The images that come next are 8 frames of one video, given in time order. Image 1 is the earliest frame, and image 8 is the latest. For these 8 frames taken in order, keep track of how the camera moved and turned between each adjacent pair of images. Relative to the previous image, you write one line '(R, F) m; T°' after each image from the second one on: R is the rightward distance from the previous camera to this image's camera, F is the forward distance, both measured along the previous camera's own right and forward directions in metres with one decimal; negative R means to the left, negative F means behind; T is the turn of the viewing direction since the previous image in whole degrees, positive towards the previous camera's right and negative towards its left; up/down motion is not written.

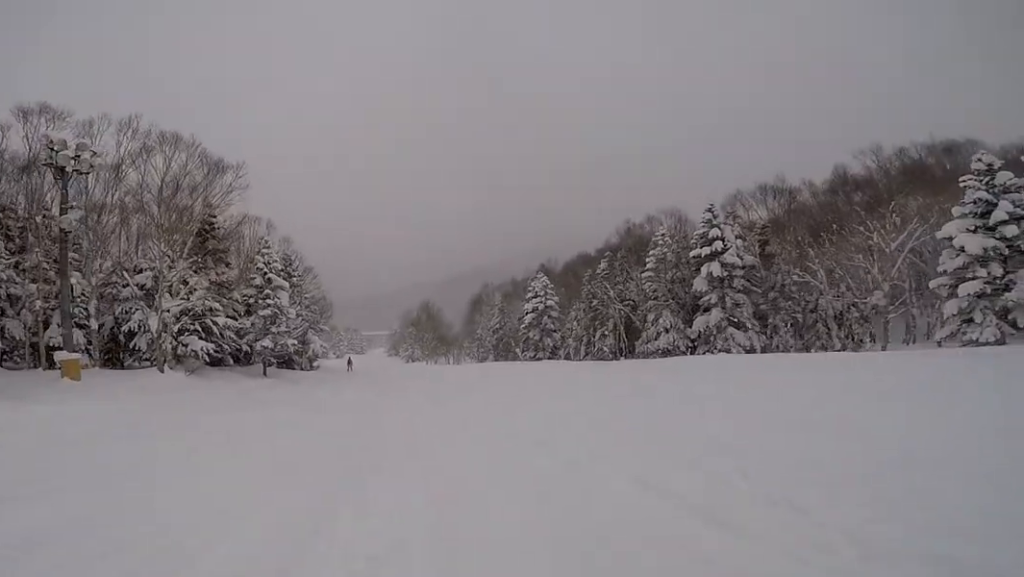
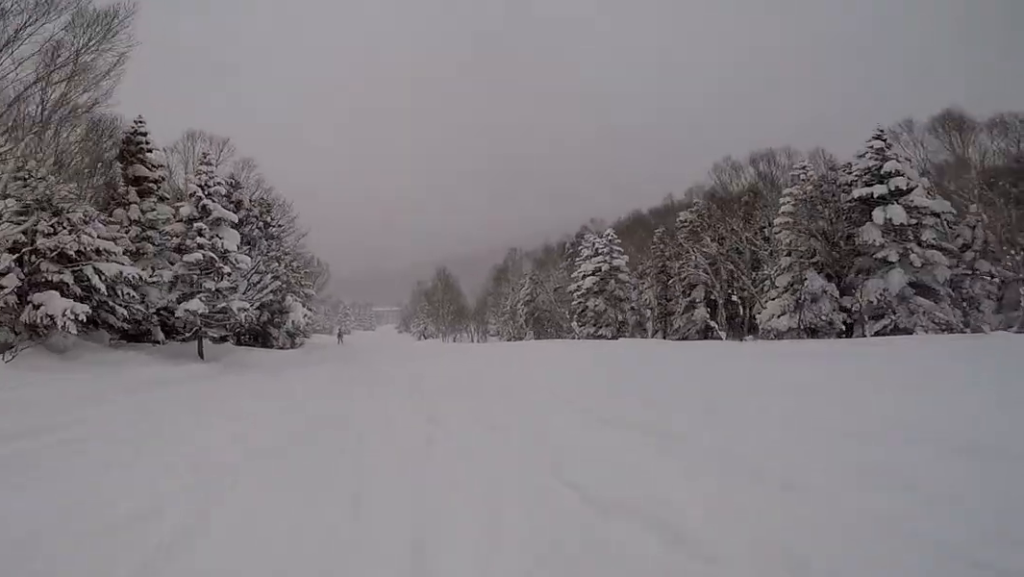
(-0.6, +12.5) m; -3°
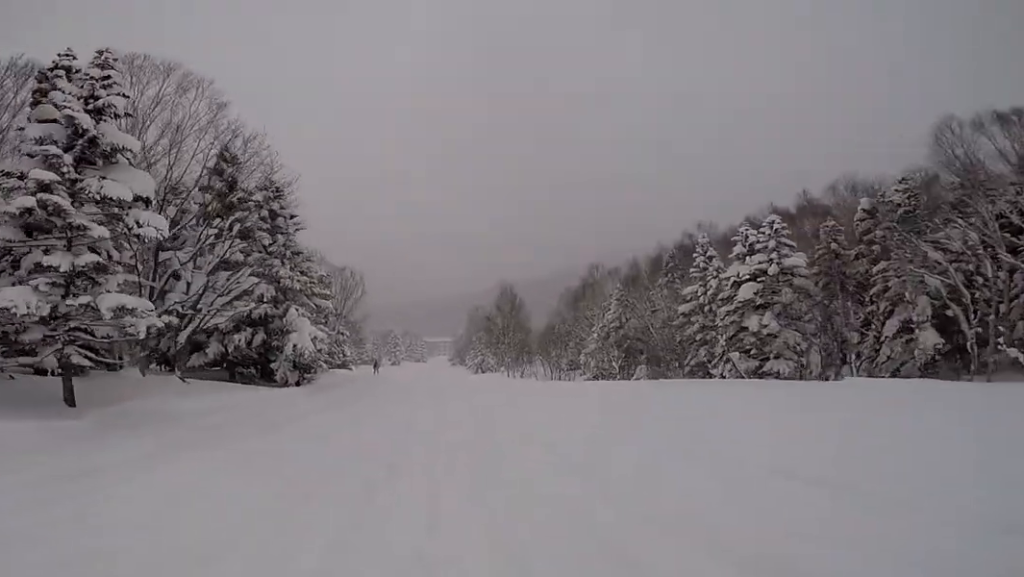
(0.0, +11.6) m; -2°
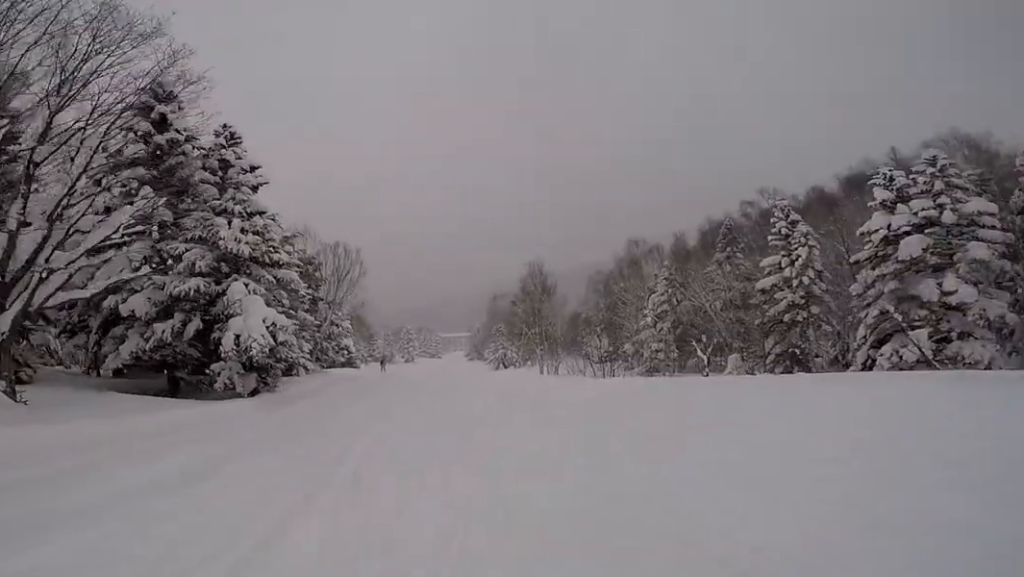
(-0.2, +7.9) m; -1°
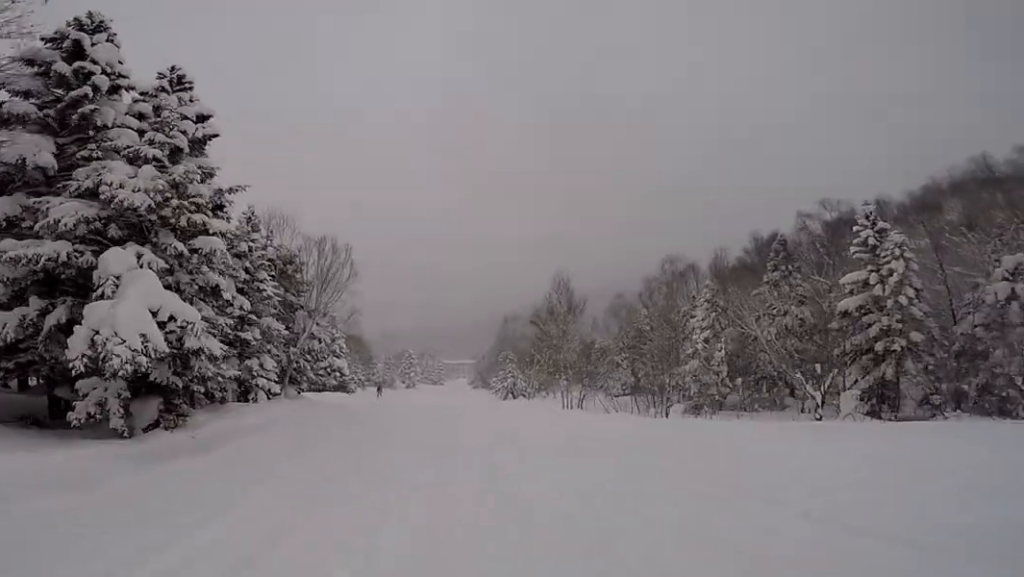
(-0.4, +6.4) m; 0°
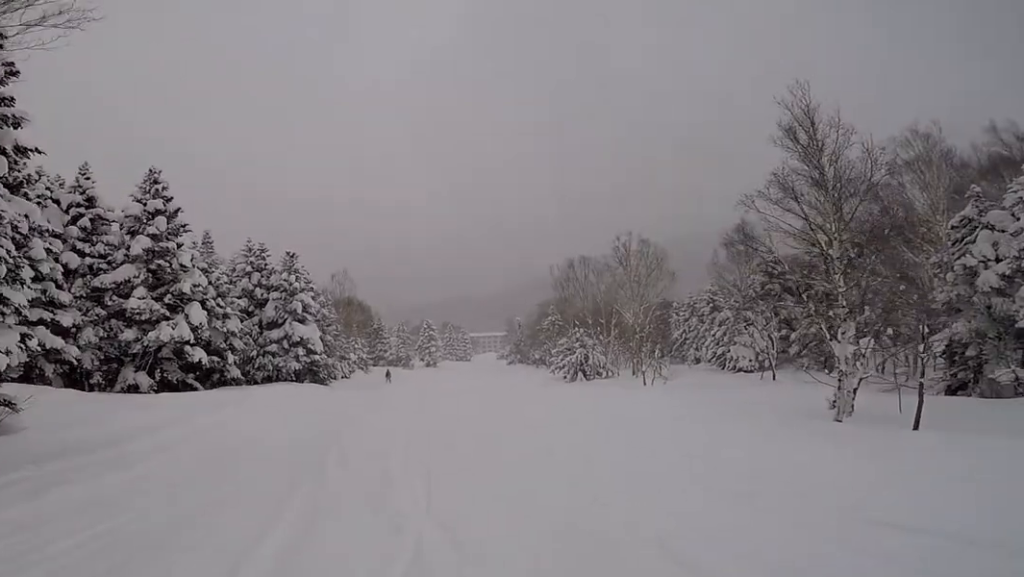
(-0.8, +23.4) m; 0°
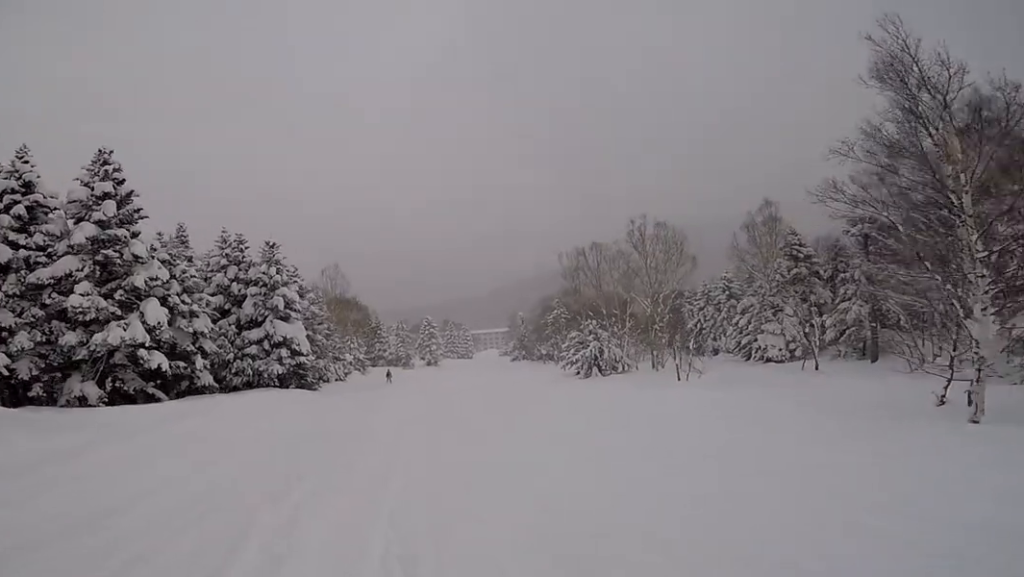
(+0.8, +3.9) m; 0°
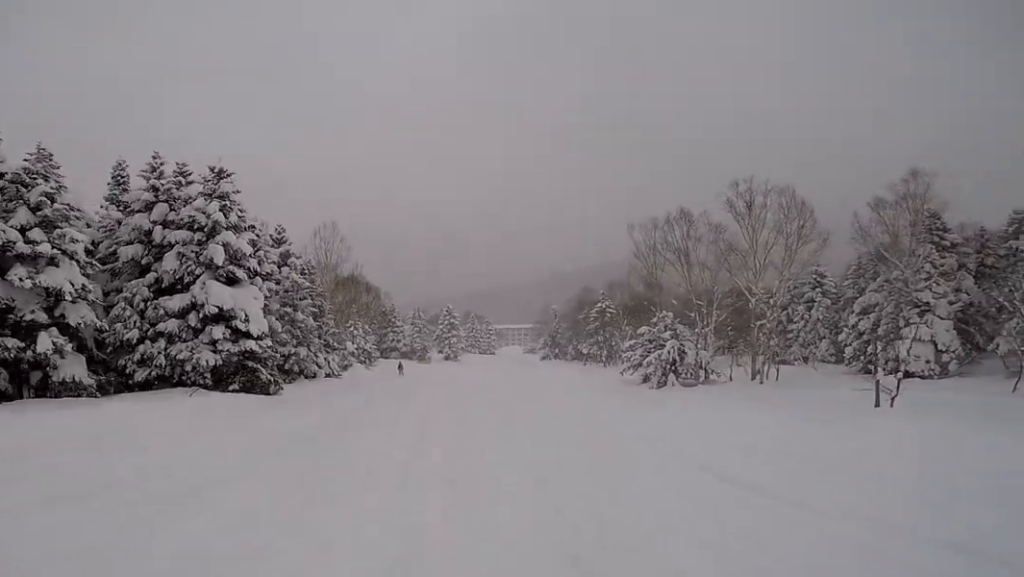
(-0.9, +11.0) m; -7°
